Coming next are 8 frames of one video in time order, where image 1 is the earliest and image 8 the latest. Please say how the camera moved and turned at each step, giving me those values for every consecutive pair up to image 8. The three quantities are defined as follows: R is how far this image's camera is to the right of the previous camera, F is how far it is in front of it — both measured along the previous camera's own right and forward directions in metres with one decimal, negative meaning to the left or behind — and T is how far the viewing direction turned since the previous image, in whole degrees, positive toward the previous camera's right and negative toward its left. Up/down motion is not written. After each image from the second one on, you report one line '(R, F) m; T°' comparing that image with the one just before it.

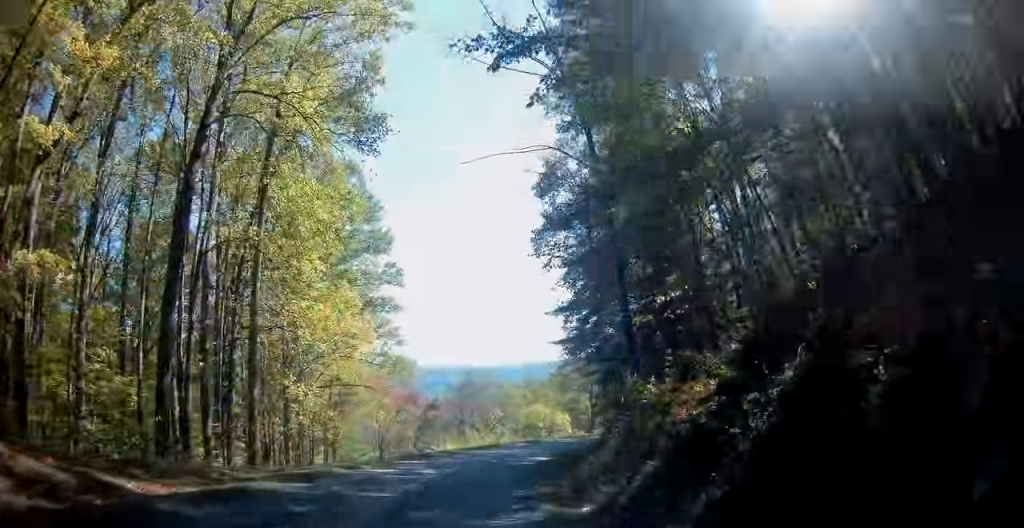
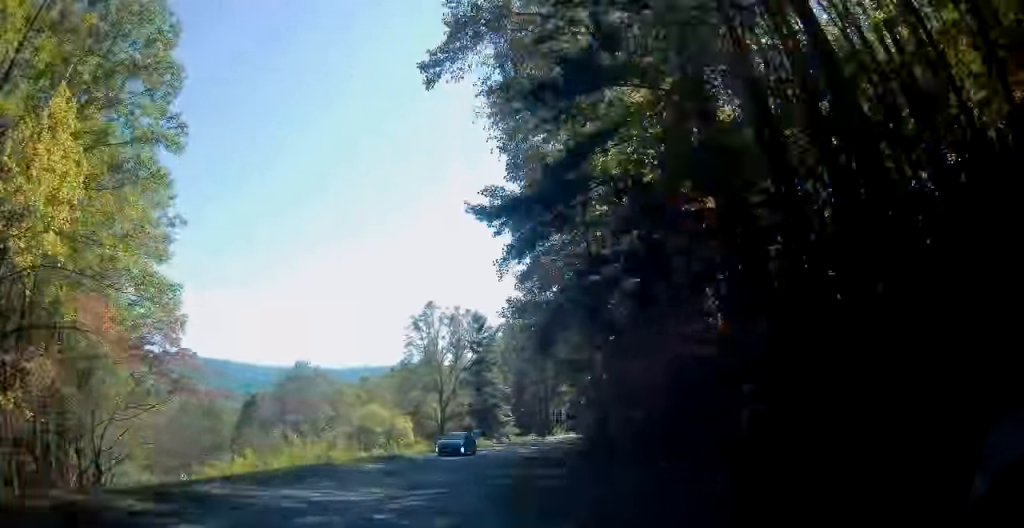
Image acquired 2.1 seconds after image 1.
(+6.7, +24.5) m; +22°
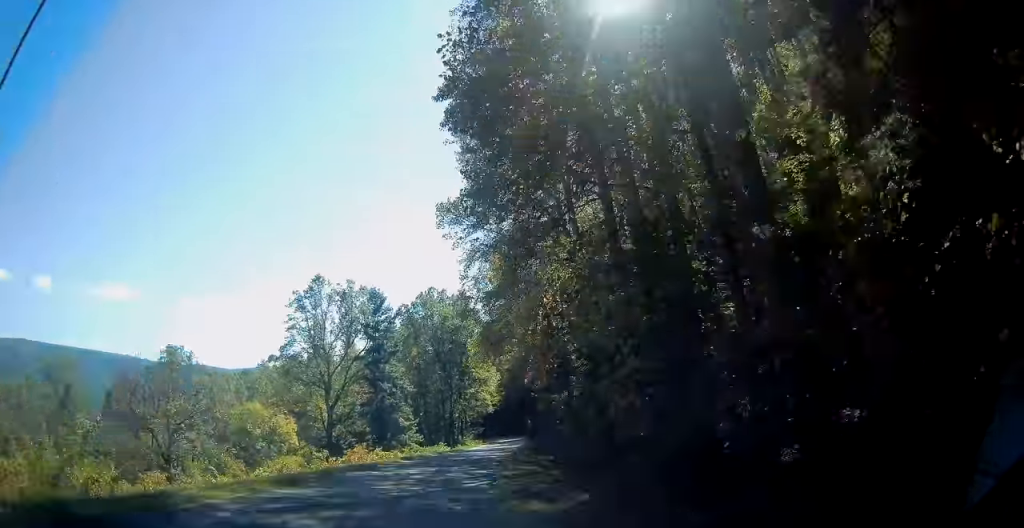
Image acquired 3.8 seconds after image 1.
(+1.6, +20.6) m; +9°
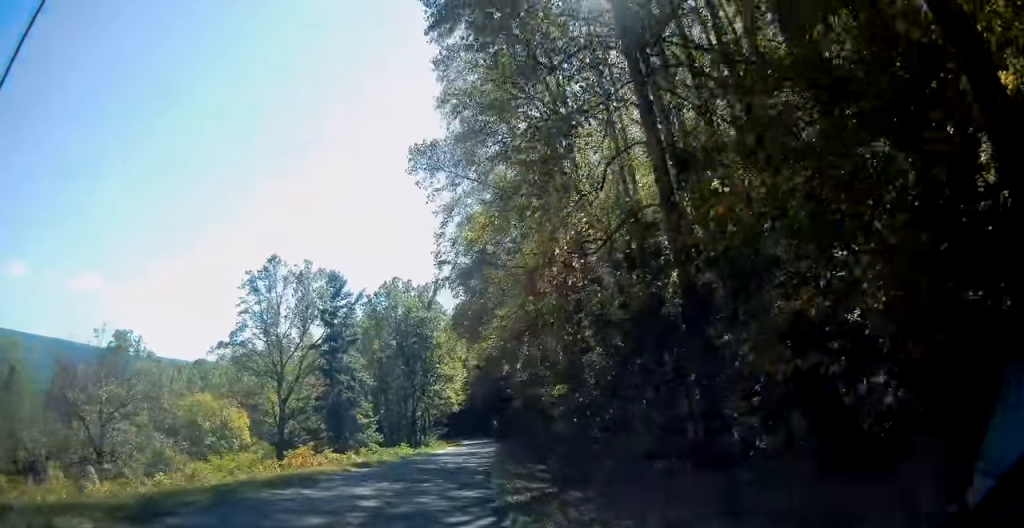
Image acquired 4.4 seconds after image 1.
(+0.2, +8.3) m; +4°
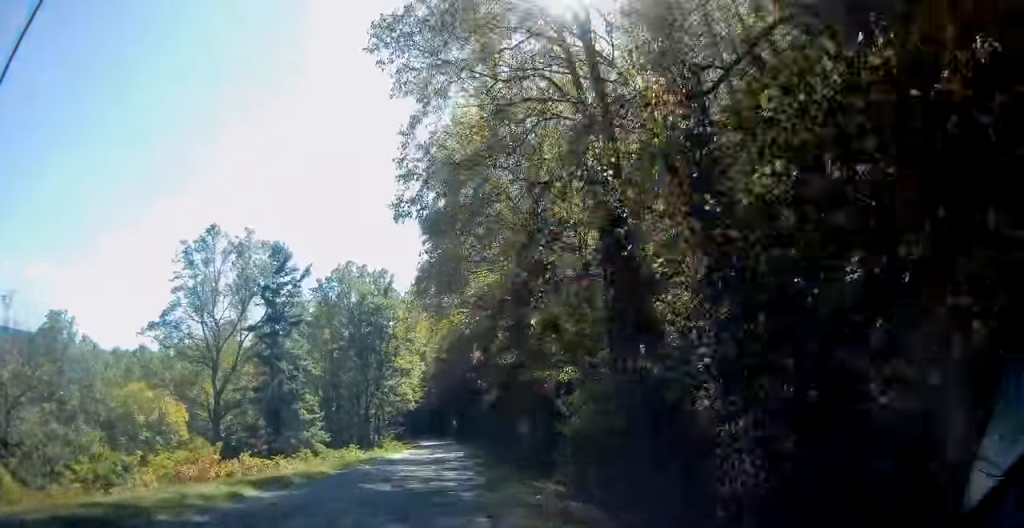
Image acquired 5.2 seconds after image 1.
(+0.3, +10.8) m; +5°
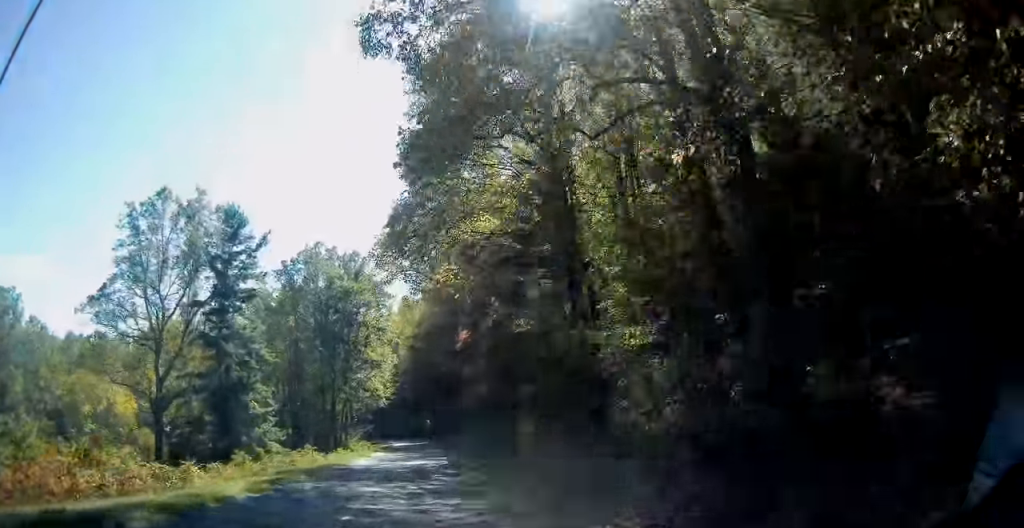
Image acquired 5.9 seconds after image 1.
(+0.6, +10.5) m; +4°
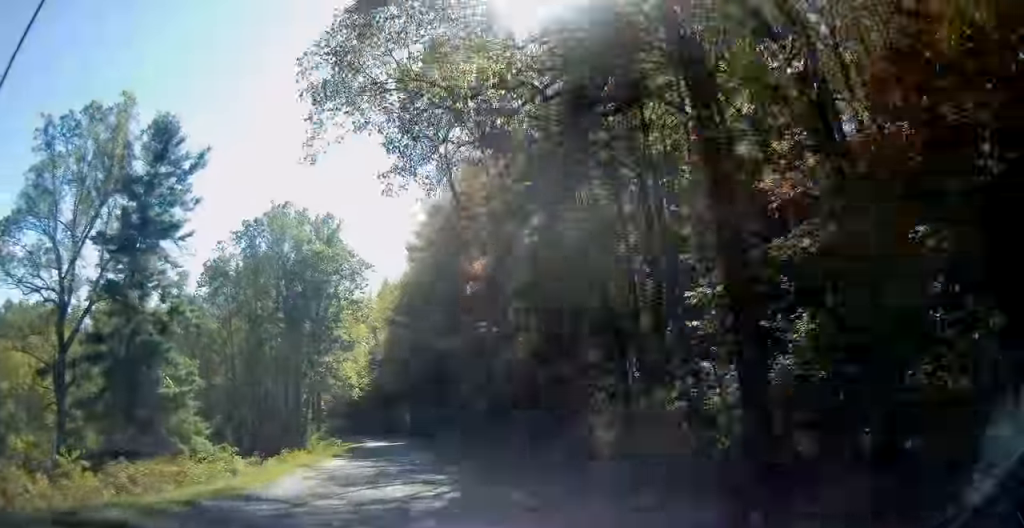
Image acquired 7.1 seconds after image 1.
(+0.7, +17.8) m; +4°
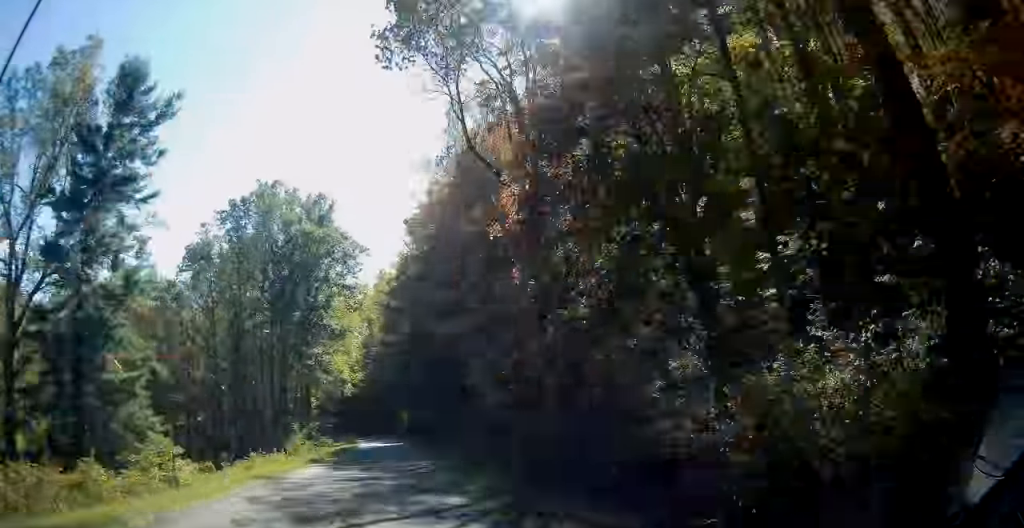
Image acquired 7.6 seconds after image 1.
(+0.1, +7.8) m; 0°
